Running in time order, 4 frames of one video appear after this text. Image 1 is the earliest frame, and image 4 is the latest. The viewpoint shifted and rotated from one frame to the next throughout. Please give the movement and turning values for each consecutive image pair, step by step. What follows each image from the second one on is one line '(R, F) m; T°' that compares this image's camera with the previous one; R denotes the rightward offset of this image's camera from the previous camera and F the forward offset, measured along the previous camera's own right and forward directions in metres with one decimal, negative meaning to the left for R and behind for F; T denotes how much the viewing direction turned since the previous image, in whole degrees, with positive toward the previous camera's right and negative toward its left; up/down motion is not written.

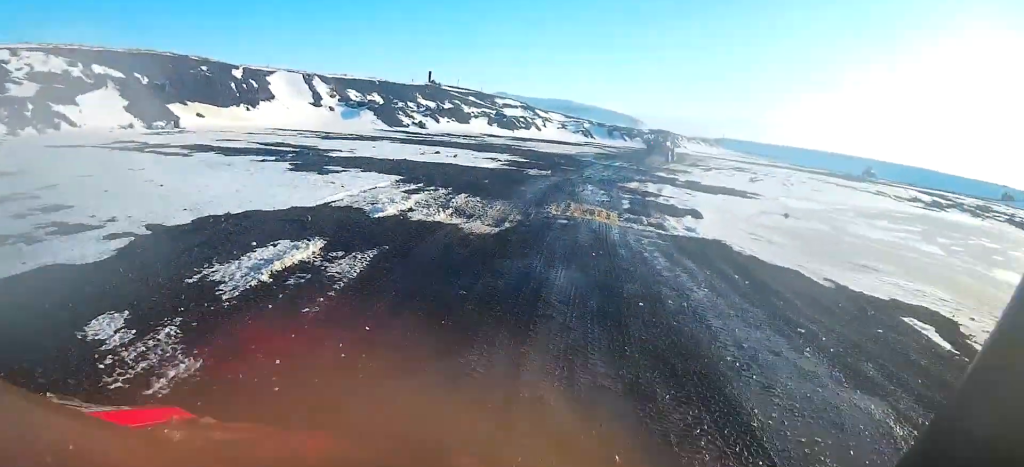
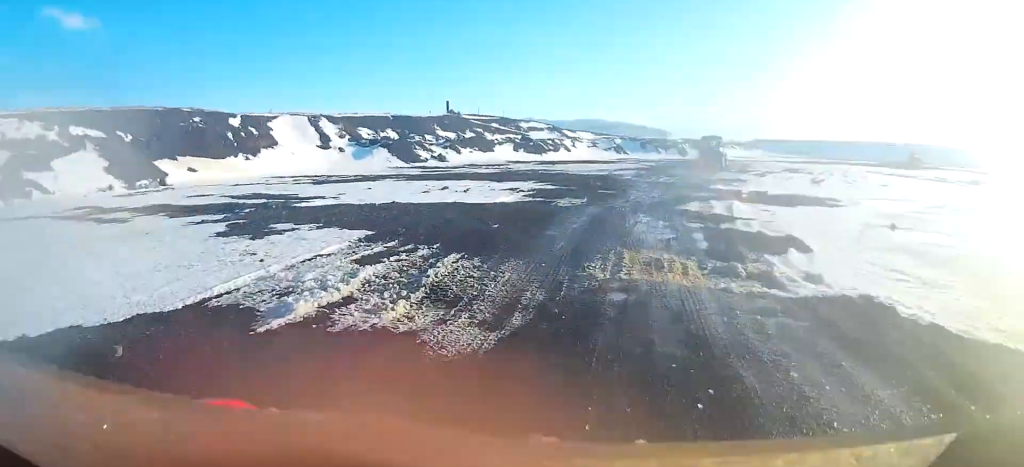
(-0.1, +4.1) m; +3°
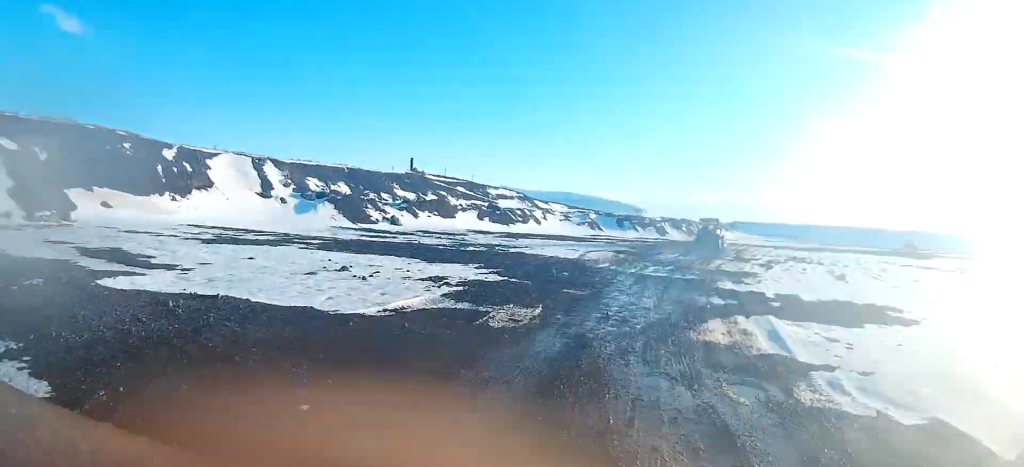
(+0.2, +5.7) m; +5°
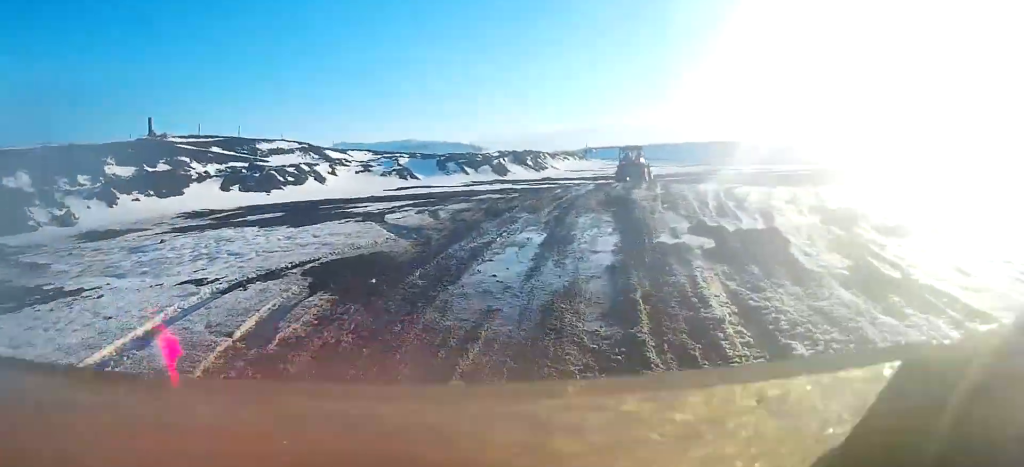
(+3.0, +19.3) m; +14°
